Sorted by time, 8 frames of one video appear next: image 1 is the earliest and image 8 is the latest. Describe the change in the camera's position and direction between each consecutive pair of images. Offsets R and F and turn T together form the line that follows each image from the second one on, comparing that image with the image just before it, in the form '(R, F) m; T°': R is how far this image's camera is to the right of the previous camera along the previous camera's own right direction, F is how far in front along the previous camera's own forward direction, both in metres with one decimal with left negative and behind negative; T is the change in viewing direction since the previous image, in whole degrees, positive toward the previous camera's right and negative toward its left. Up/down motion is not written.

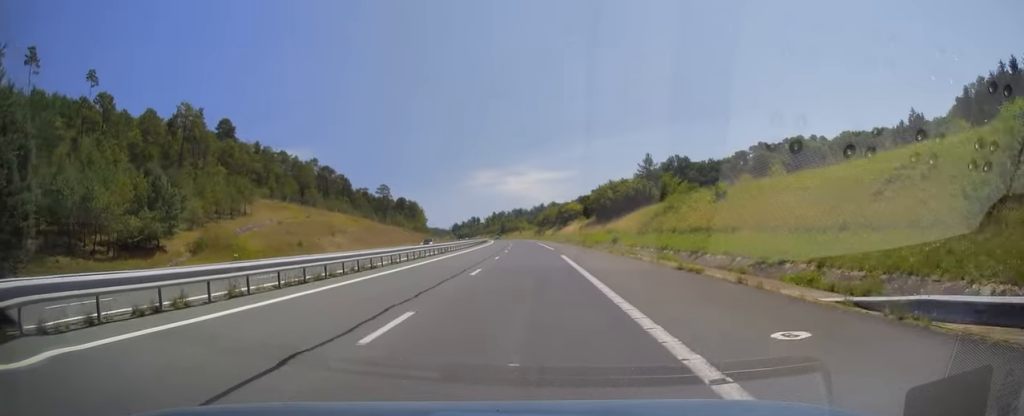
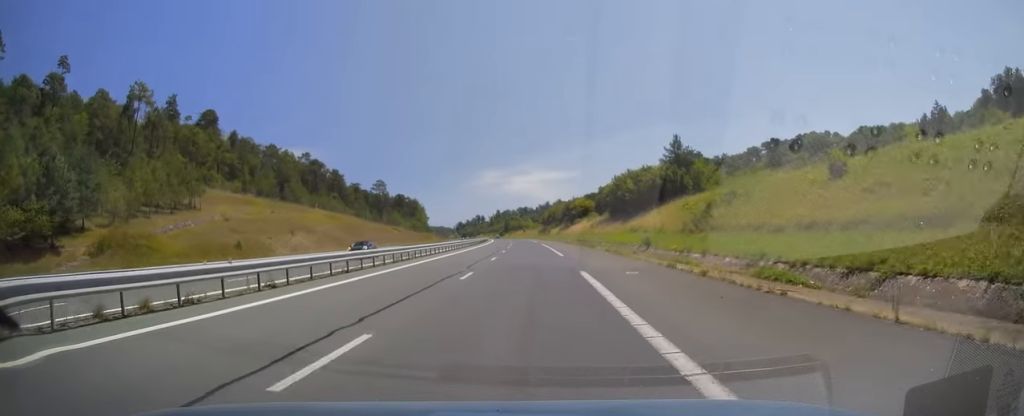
(-0.1, +15.2) m; -1°
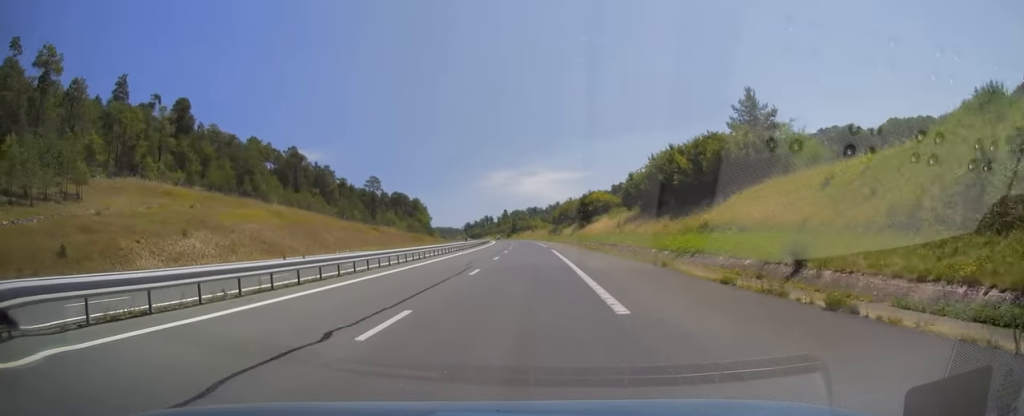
(0.0, +23.1) m; -1°
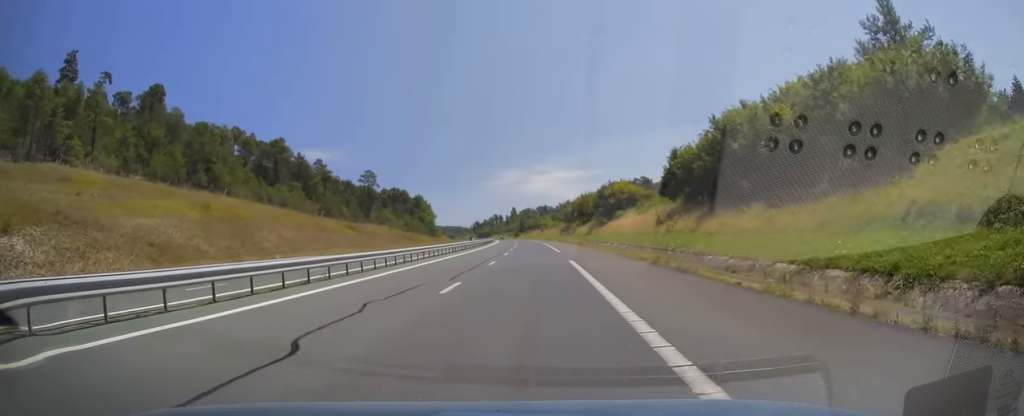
(-0.2, +19.6) m; -1°
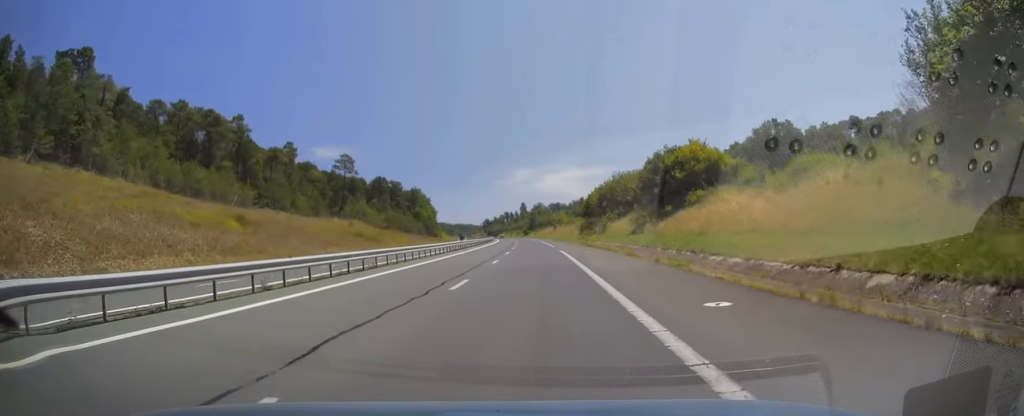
(-0.6, +38.3) m; -1°
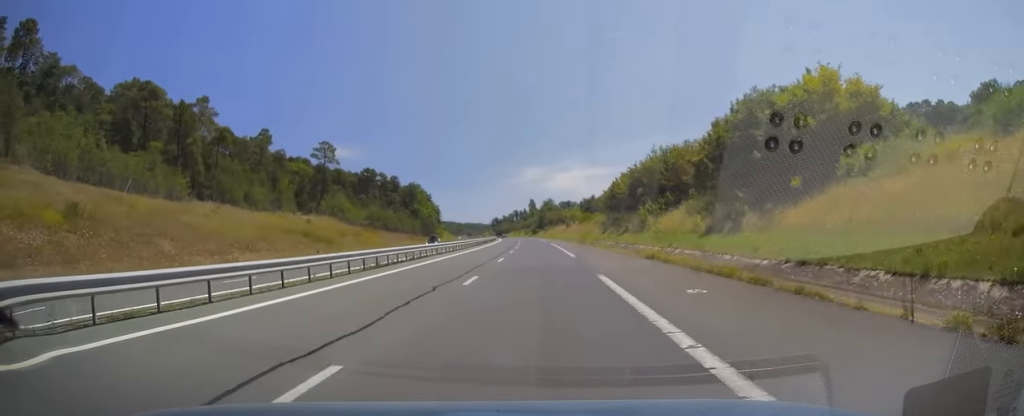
(0.0, +24.5) m; -1°
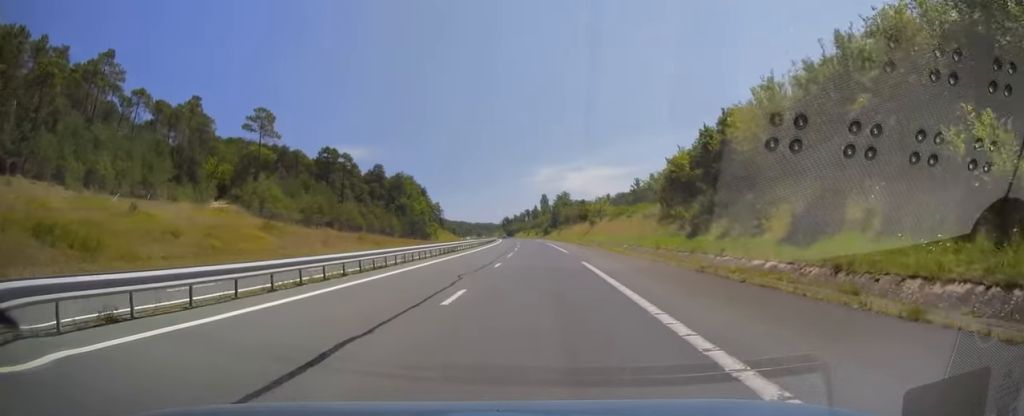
(-0.6, +43.3) m; -1°
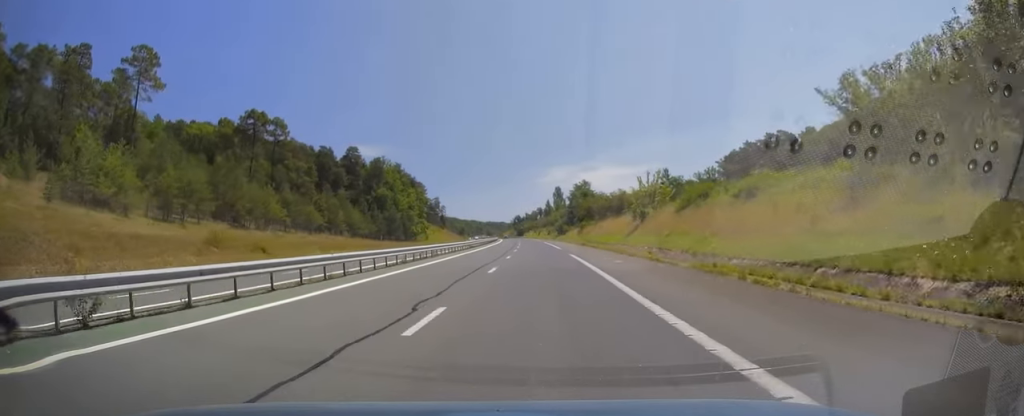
(0.0, +42.4) m; -1°
